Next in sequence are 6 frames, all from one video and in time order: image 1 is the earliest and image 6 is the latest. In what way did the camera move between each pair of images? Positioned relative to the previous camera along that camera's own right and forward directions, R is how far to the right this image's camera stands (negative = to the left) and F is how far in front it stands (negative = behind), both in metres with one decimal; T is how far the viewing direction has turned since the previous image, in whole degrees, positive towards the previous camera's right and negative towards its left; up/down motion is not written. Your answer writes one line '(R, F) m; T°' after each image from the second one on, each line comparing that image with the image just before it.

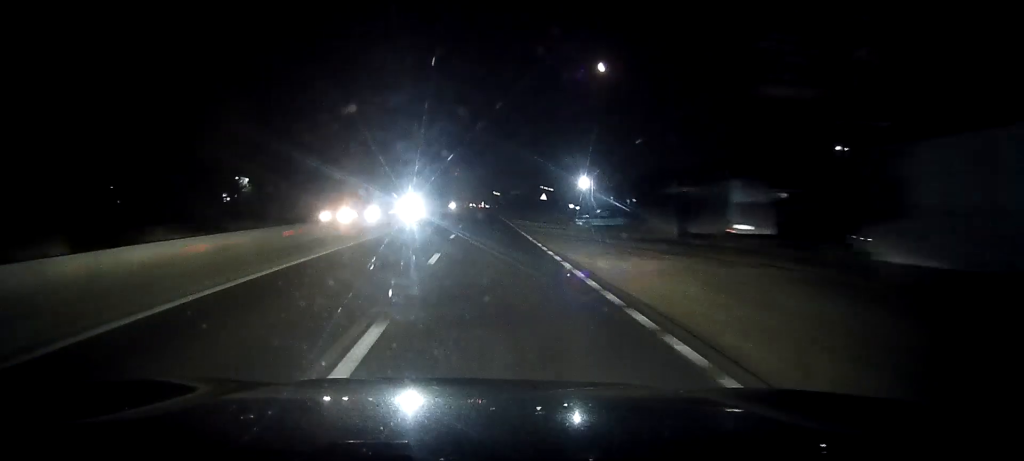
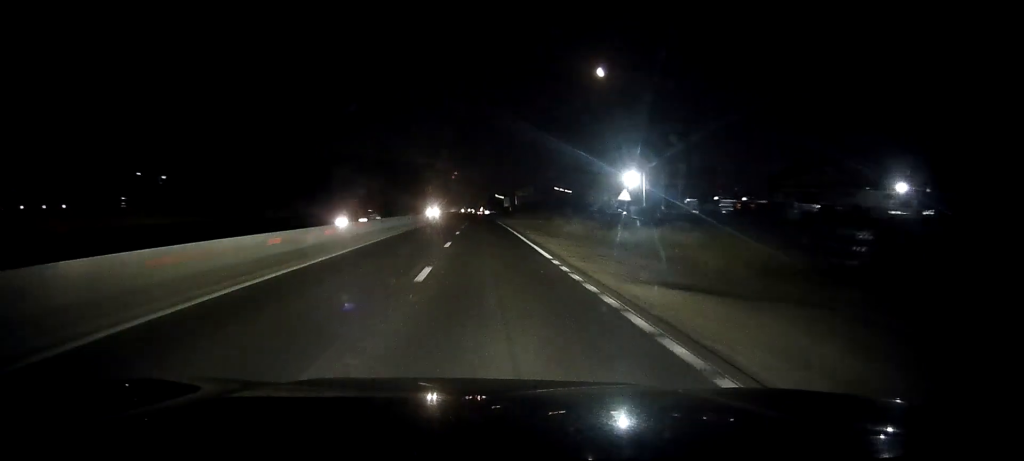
(0.0, +49.4) m; 0°
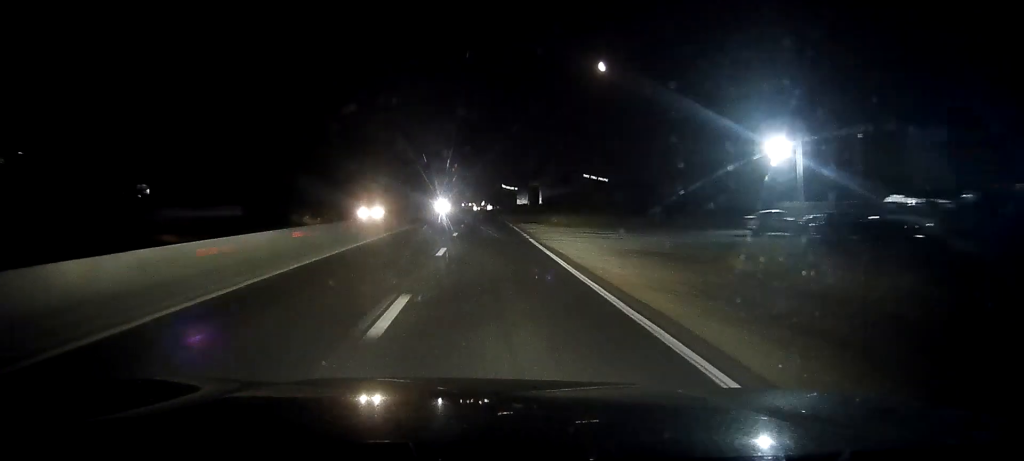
(0.0, +52.3) m; 0°
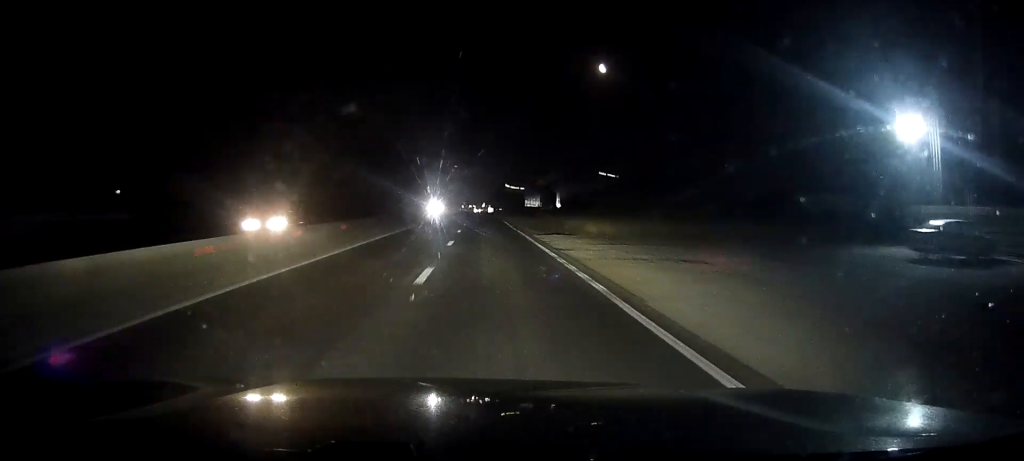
(0.0, +18.3) m; 0°
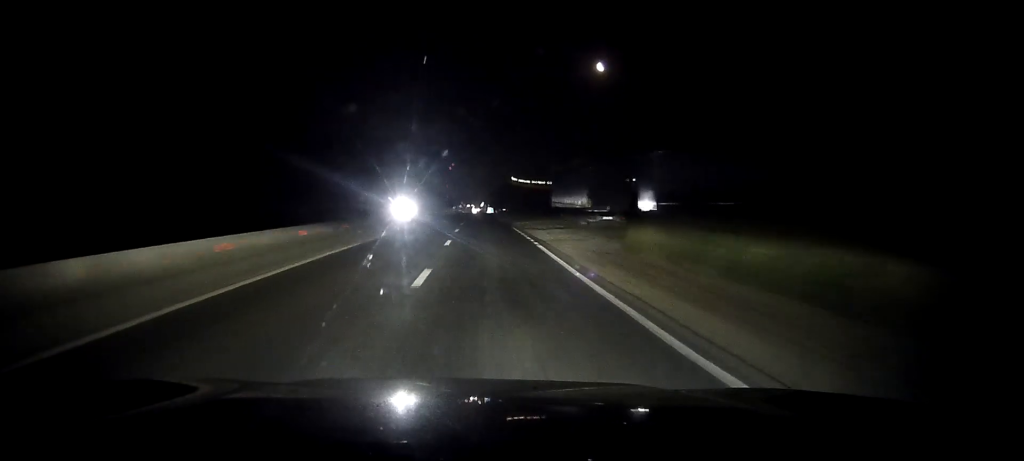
(0.0, +35.0) m; 0°
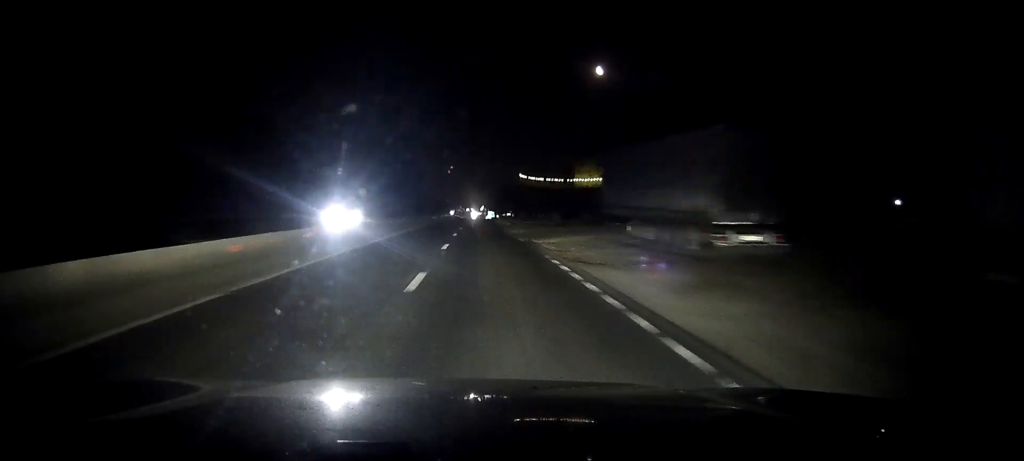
(-0.1, +23.2) m; 0°
